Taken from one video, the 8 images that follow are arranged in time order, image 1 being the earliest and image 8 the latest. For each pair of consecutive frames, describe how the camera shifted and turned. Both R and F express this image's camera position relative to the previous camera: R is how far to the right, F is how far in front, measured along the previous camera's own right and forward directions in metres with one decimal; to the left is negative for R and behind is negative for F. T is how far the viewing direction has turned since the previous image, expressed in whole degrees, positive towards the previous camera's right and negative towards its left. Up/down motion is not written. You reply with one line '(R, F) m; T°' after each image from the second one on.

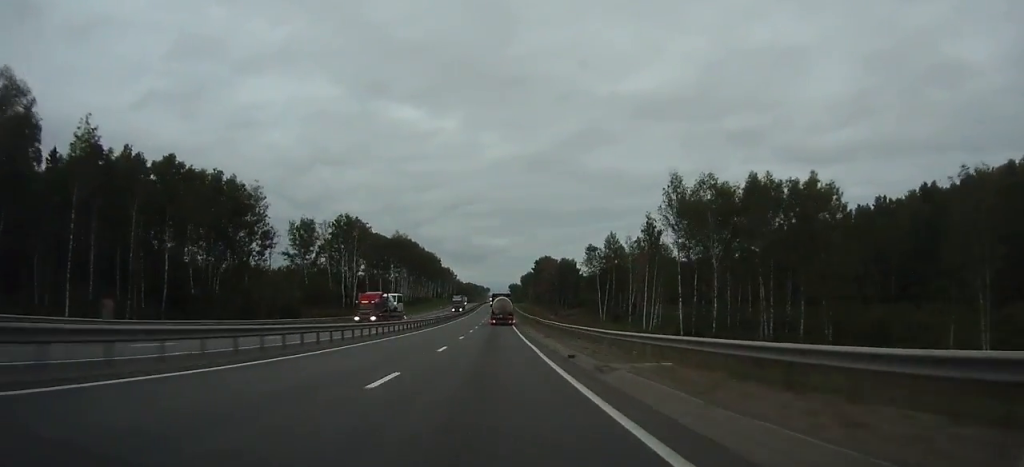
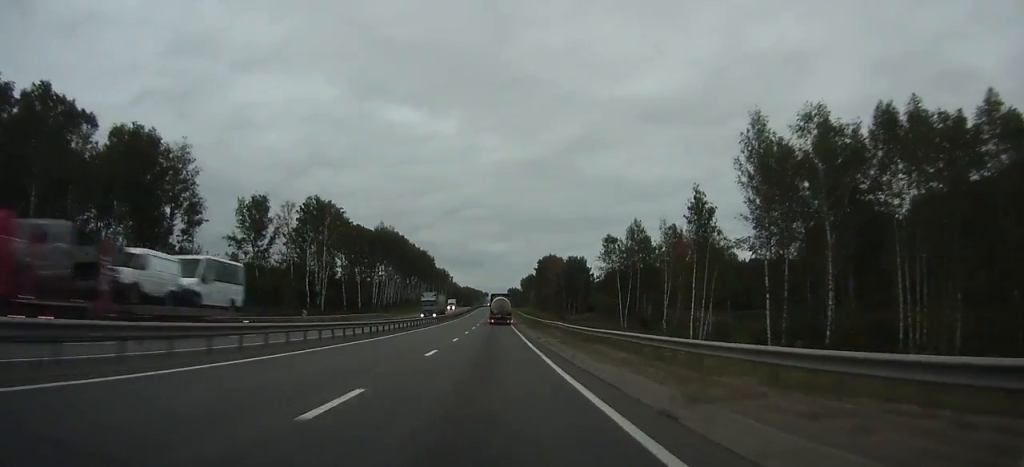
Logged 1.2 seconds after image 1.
(0.0, +27.1) m; 0°
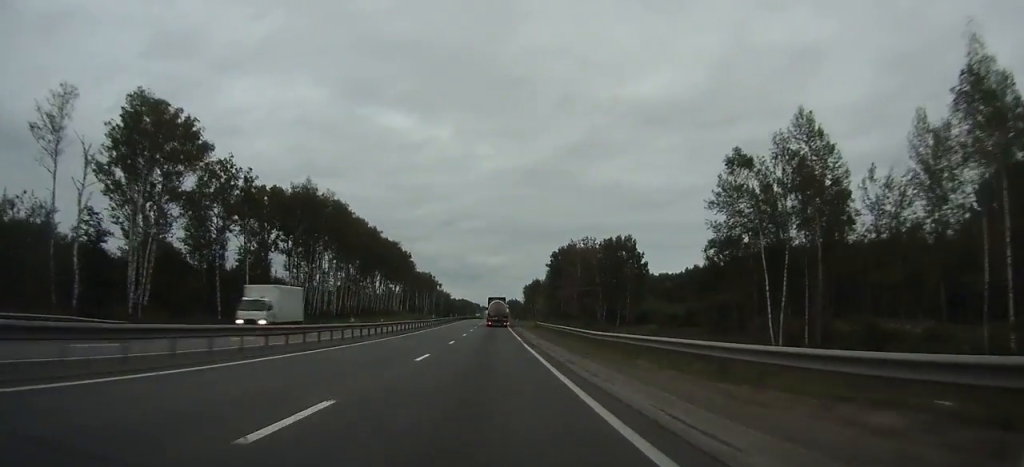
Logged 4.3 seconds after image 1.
(0.0, +71.3) m; 0°
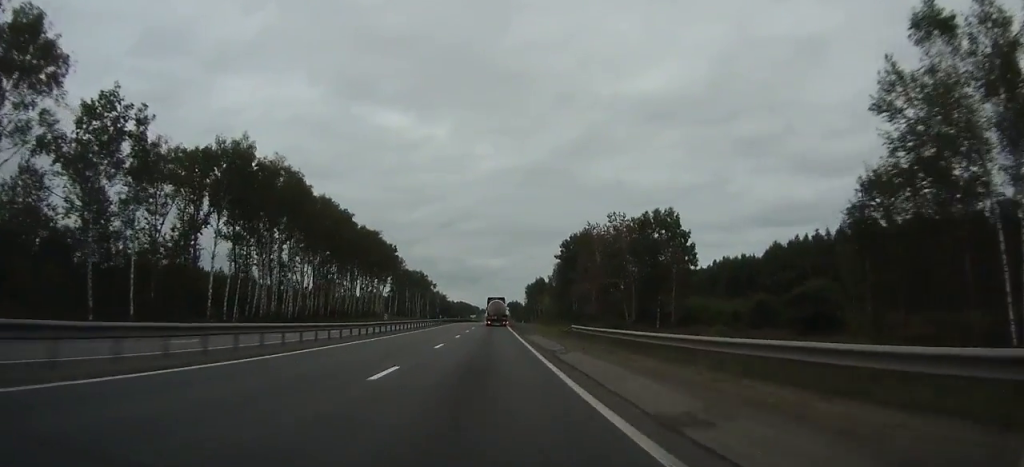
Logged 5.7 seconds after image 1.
(-0.1, +30.2) m; 0°
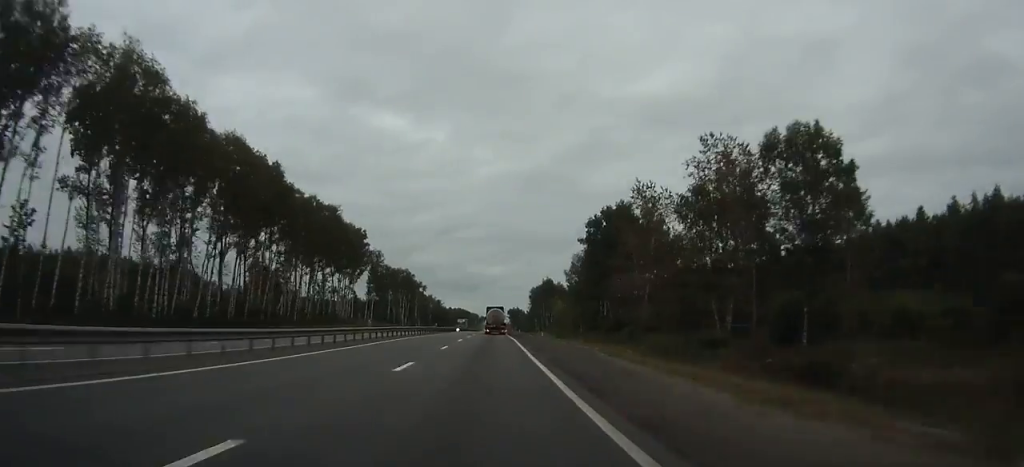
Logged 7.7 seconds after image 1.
(-0.1, +45.0) m; 0°
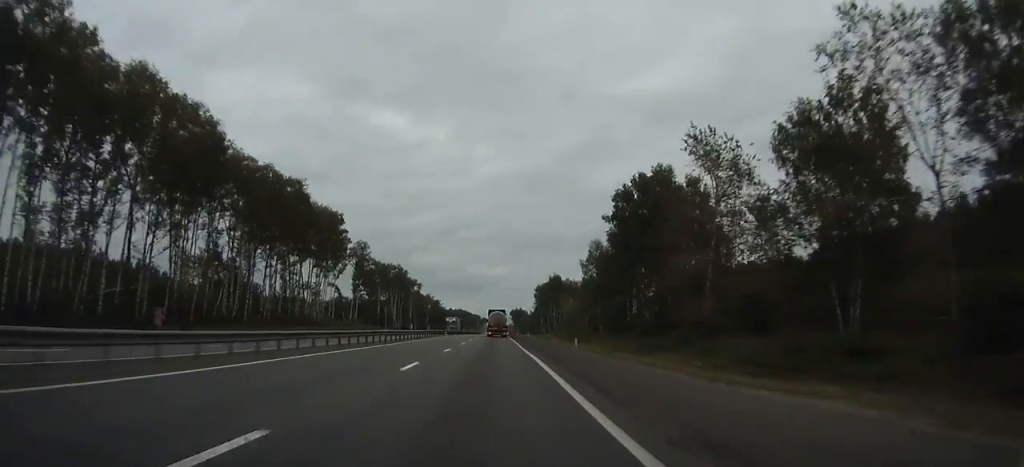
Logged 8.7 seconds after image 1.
(0.0, +23.9) m; 0°
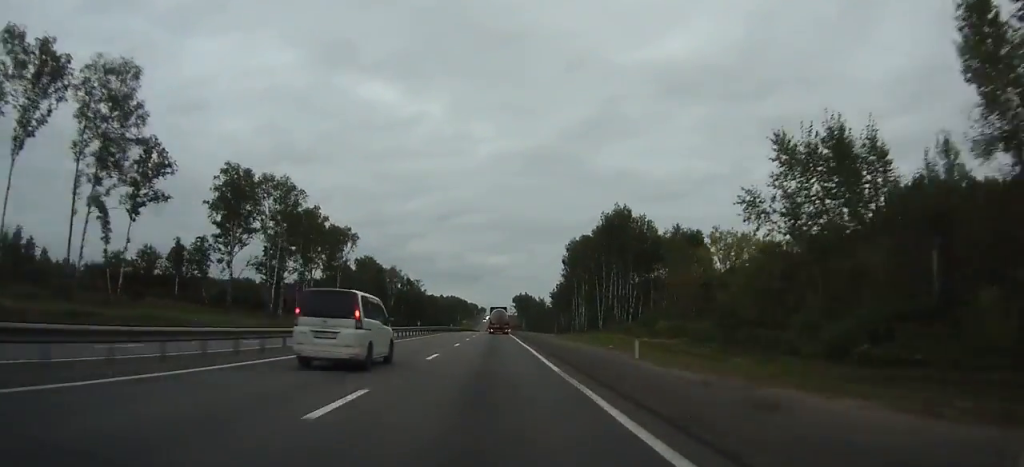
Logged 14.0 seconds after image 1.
(+0.2, +116.3) m; 0°
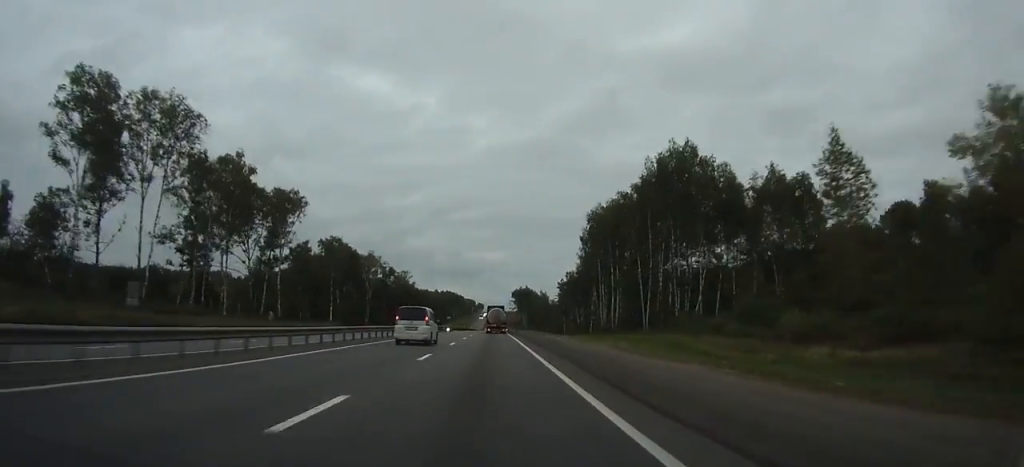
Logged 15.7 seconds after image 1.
(0.0, +36.9) m; 0°
